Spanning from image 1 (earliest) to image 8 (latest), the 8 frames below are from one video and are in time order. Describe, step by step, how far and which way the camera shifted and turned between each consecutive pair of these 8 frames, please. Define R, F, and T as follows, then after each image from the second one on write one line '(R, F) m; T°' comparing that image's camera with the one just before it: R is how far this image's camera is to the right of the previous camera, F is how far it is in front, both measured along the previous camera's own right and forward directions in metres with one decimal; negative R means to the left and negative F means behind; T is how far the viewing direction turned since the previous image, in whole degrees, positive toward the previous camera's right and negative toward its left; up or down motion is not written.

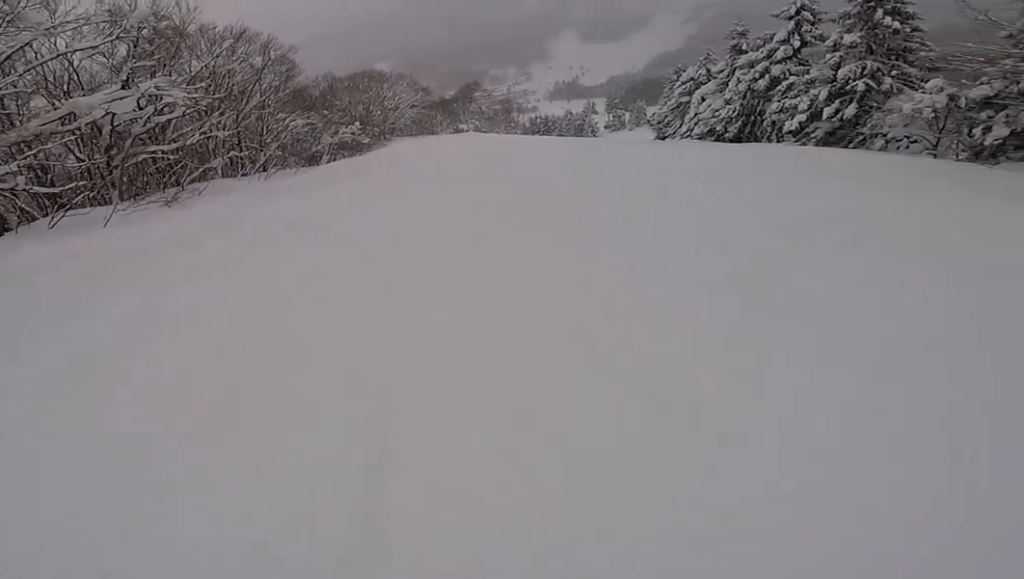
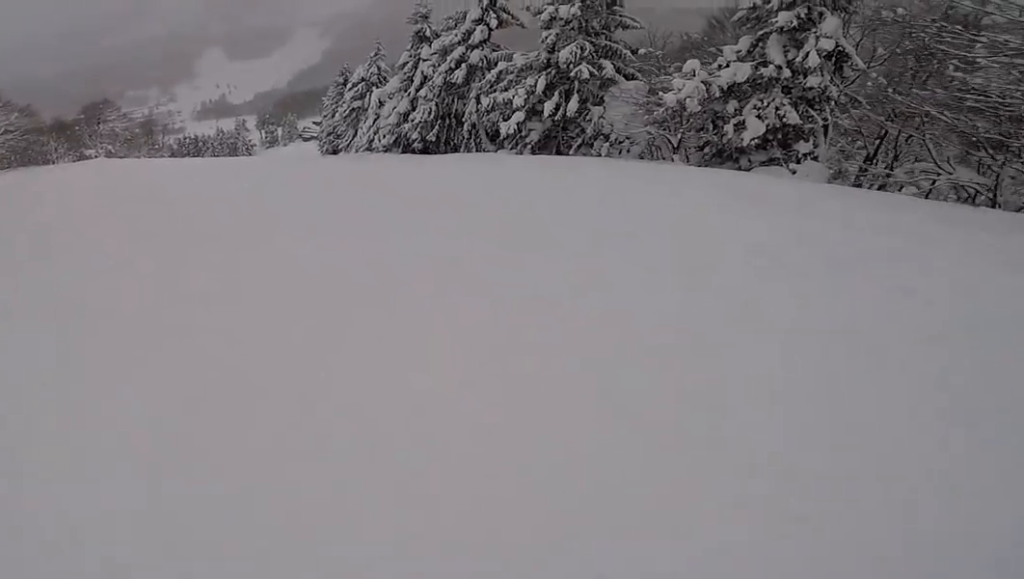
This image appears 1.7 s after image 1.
(+1.7, +13.2) m; +6°
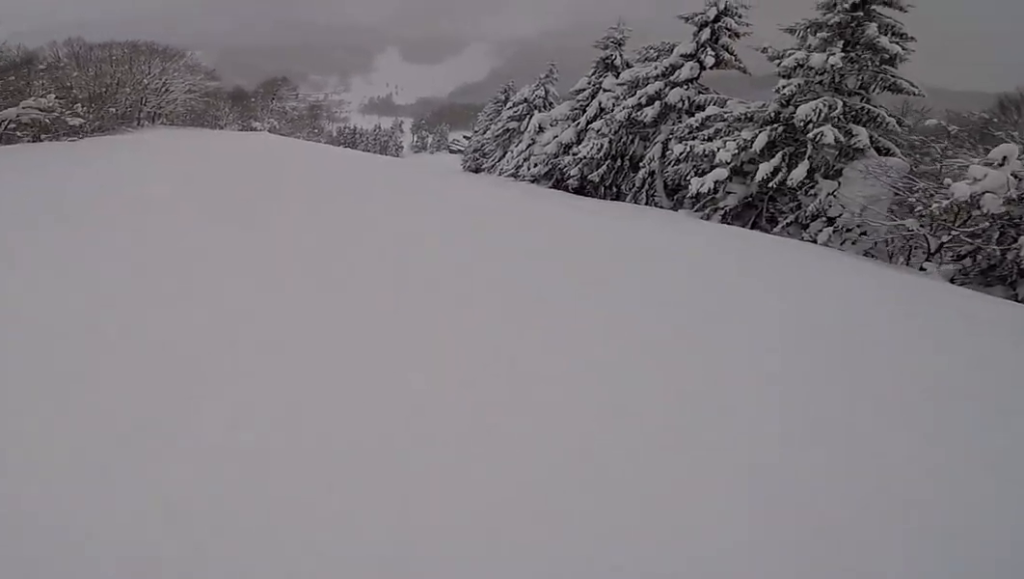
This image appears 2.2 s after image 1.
(-0.3, +3.7) m; -5°
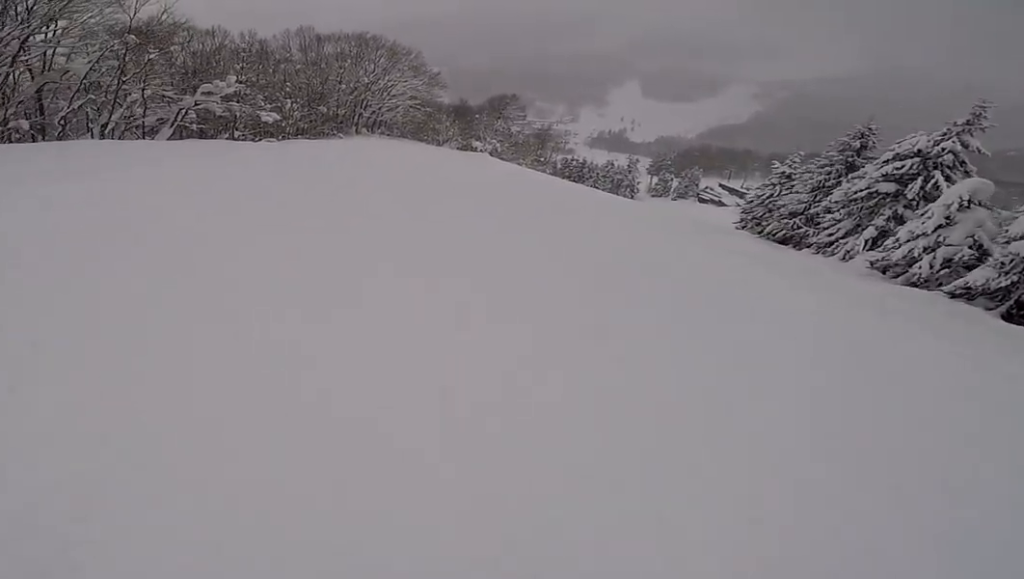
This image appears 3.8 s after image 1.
(-1.8, +12.2) m; -20°
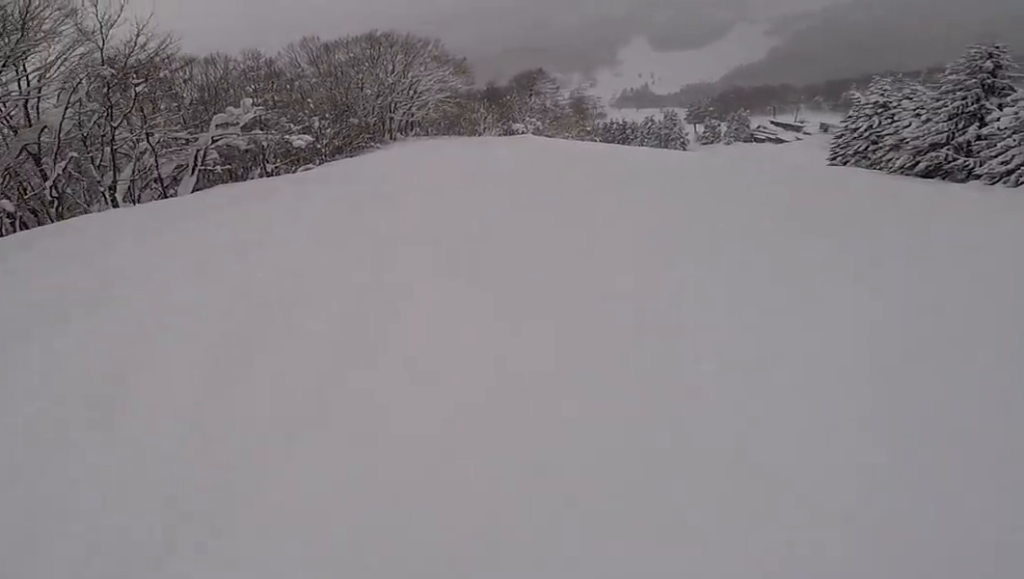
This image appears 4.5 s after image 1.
(-0.9, +5.8) m; +12°
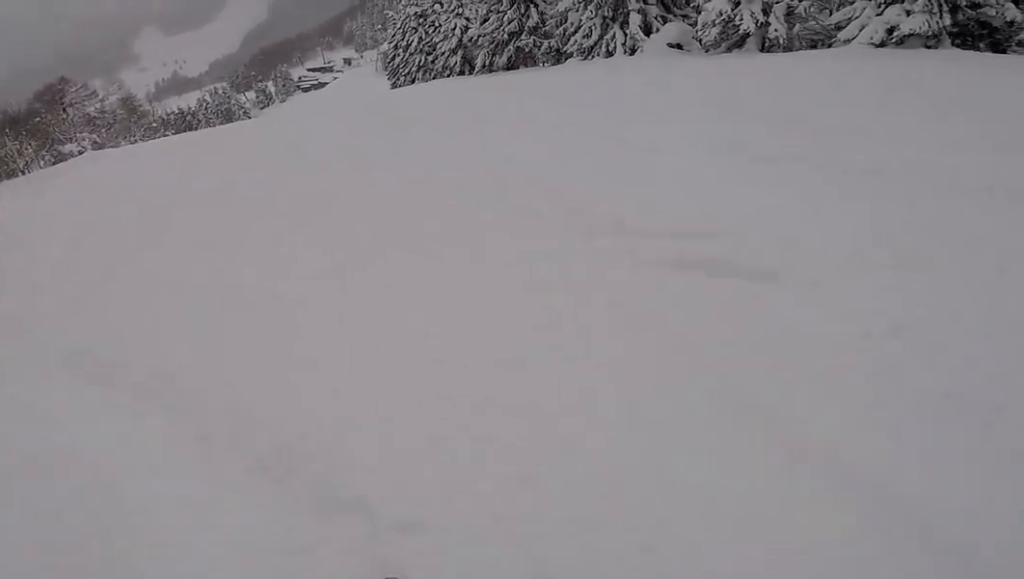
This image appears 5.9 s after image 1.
(+4.0, +9.4) m; +34°
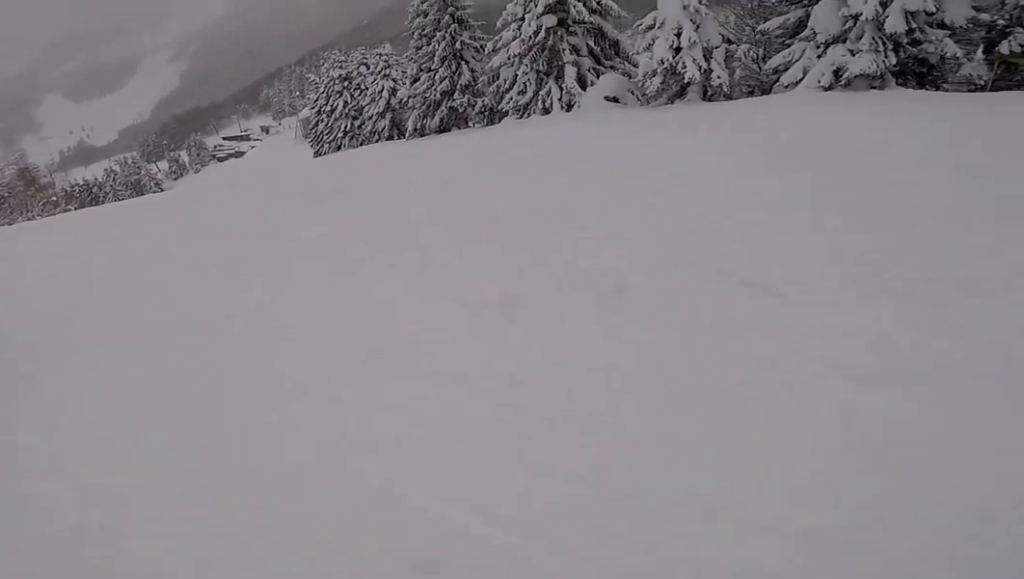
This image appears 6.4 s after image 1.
(+0.5, +3.1) m; -3°
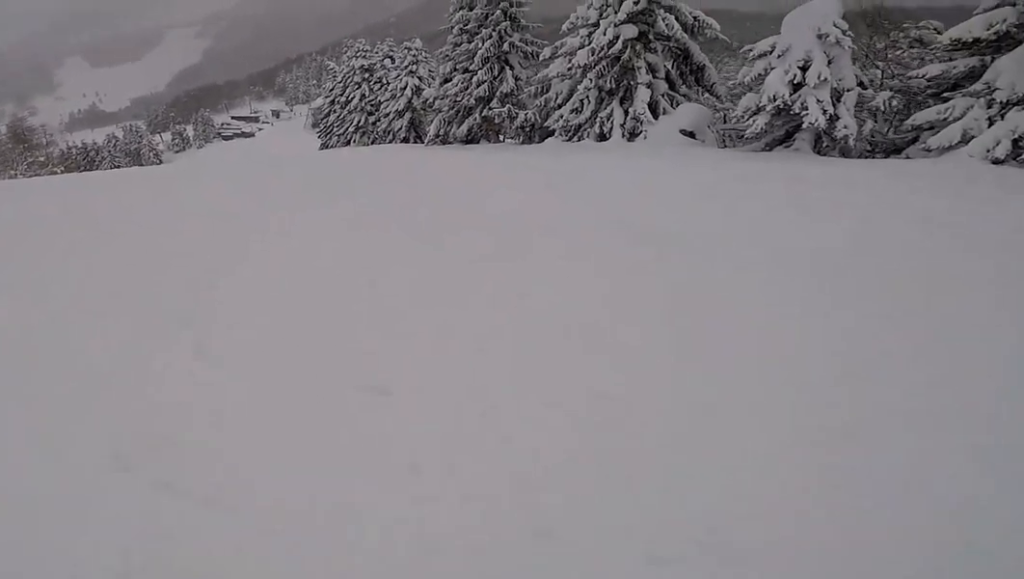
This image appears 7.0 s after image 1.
(0.0, +4.2) m; -6°
